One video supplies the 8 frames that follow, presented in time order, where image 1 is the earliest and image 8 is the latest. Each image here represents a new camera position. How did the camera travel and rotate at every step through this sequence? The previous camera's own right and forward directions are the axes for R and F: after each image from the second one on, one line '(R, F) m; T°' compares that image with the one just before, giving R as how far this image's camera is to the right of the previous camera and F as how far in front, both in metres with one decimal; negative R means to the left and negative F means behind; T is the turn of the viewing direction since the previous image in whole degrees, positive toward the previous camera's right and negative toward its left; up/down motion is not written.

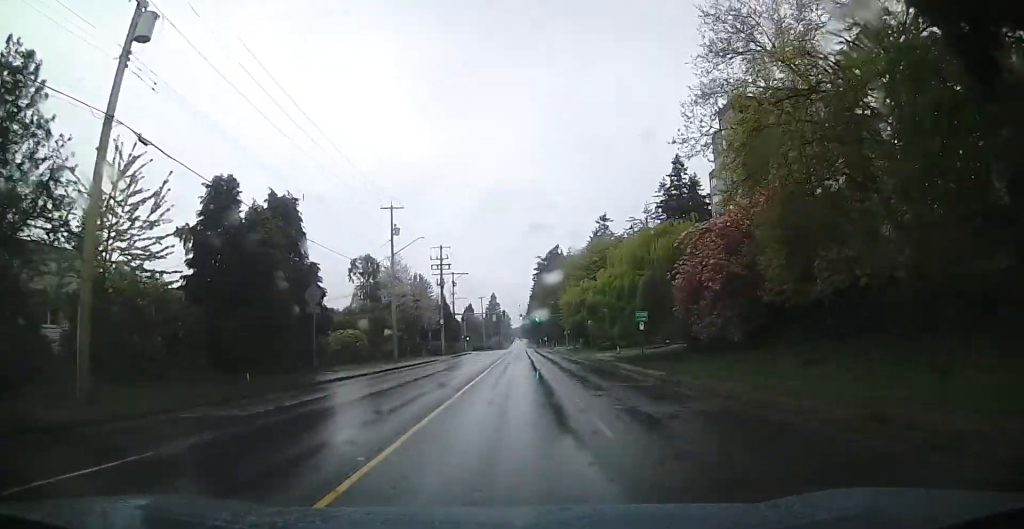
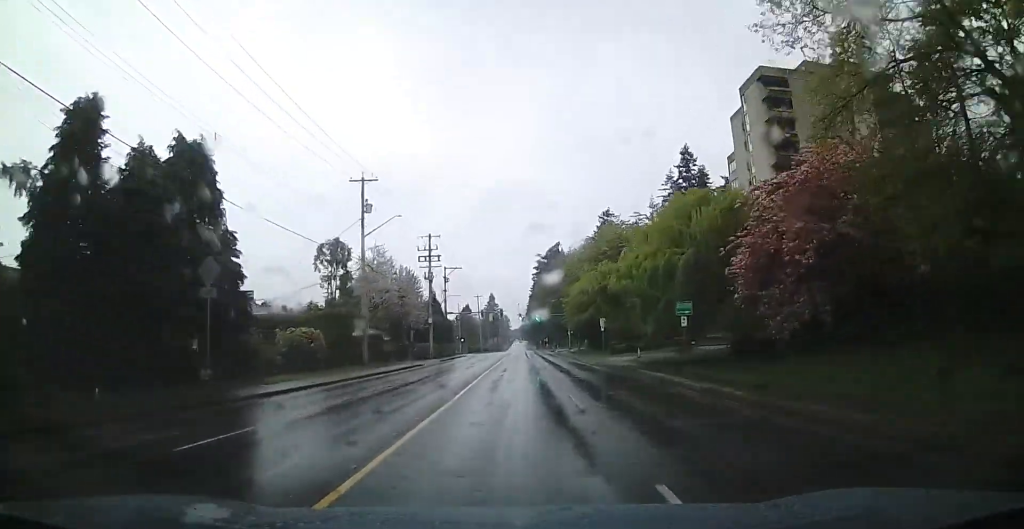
(+0.1, +9.1) m; +1°
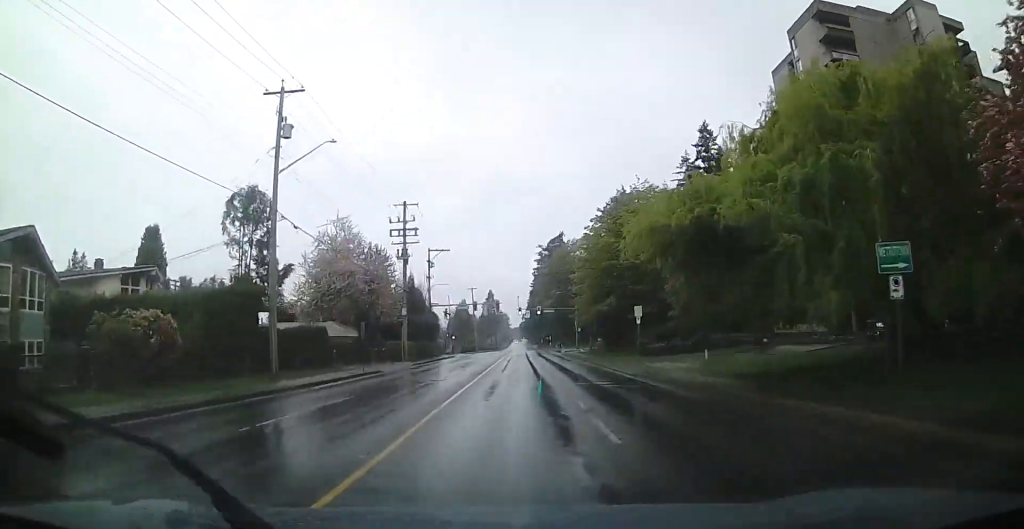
(+0.4, +14.9) m; 0°
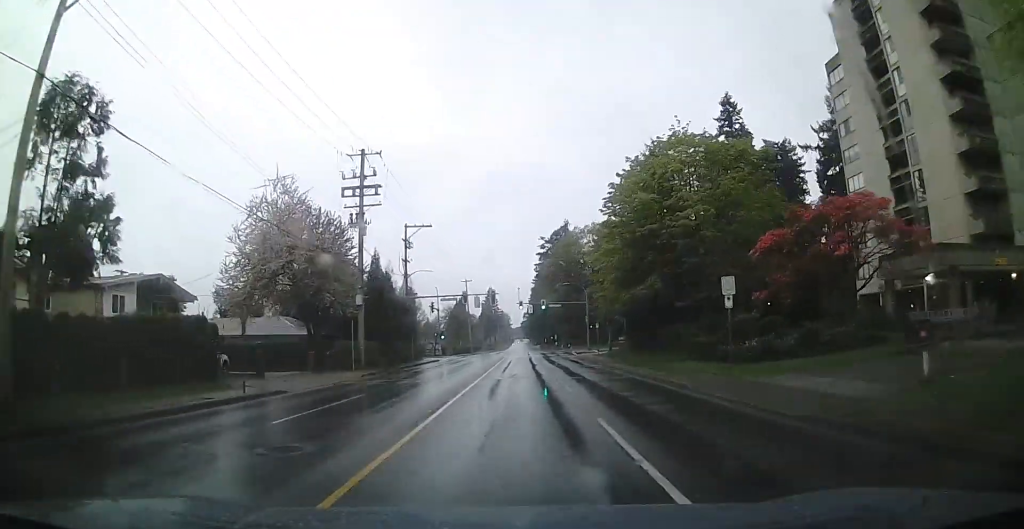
(-0.3, +14.8) m; 0°
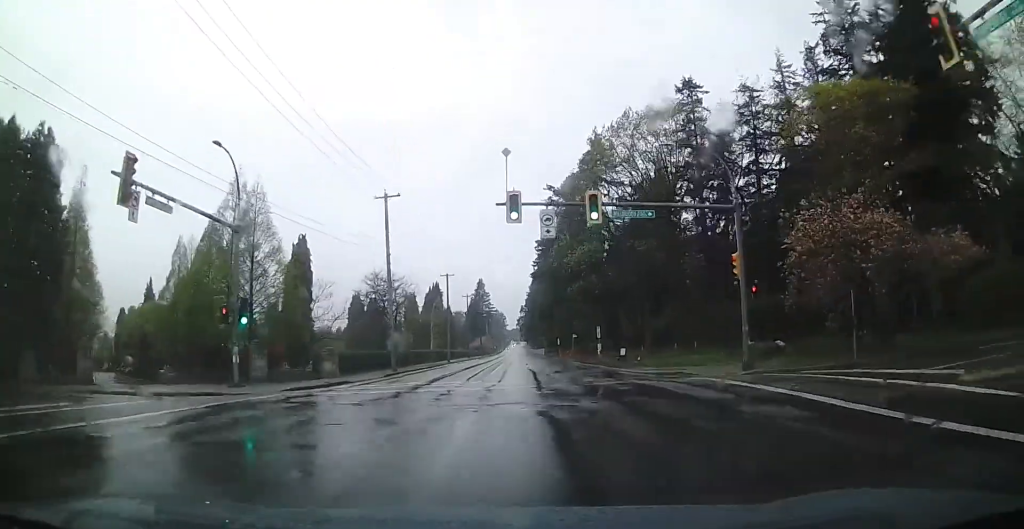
(+1.4, +60.1) m; +4°
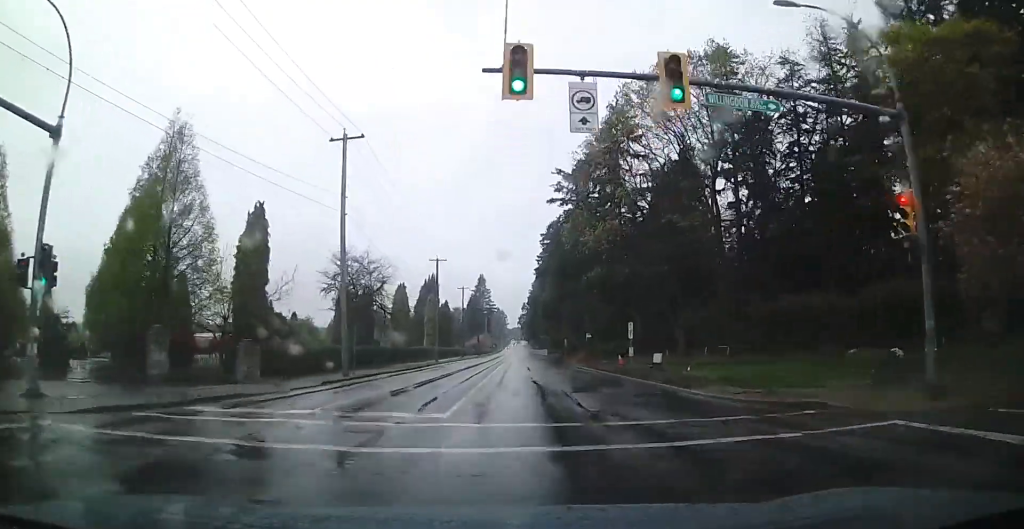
(+0.4, +12.1) m; +2°
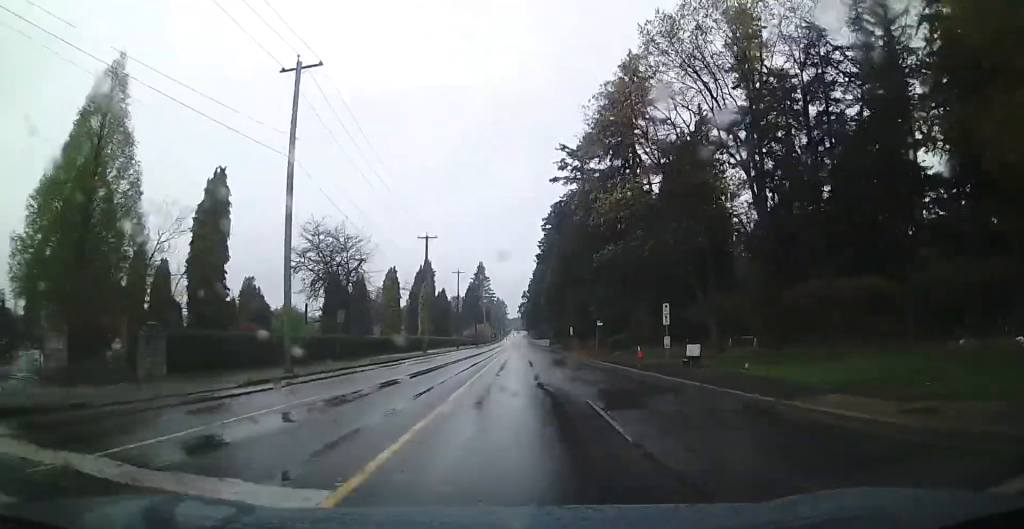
(+0.2, +7.6) m; +1°
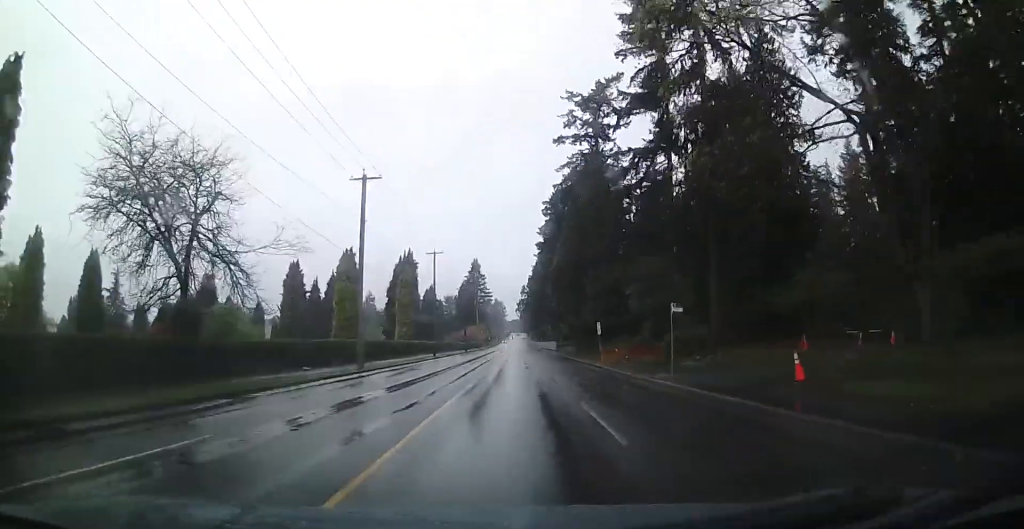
(+0.1, +23.0) m; -1°
